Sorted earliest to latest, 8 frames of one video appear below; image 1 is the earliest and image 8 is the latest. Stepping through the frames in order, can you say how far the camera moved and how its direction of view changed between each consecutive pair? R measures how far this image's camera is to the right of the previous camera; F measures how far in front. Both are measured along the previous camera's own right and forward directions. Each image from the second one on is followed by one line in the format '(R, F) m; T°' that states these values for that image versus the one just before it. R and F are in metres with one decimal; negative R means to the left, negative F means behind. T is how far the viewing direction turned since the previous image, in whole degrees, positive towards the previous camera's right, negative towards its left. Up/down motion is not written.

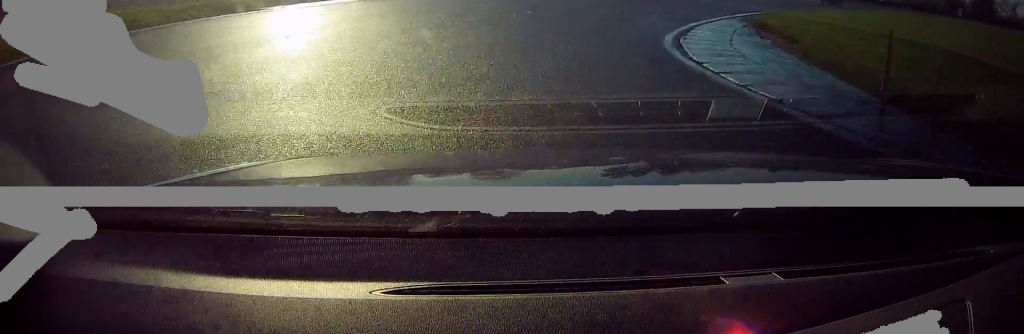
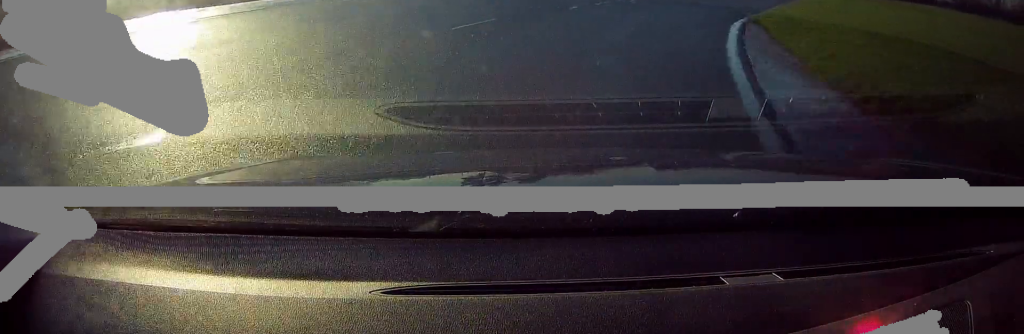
(+1.3, +13.6) m; +11°
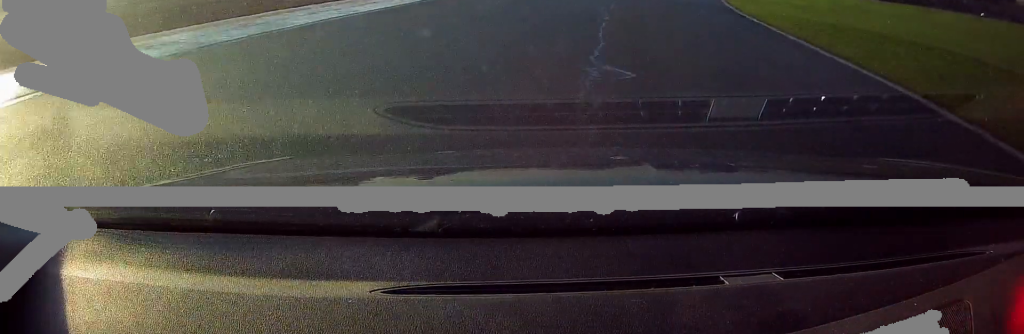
(+4.7, +25.3) m; +20°
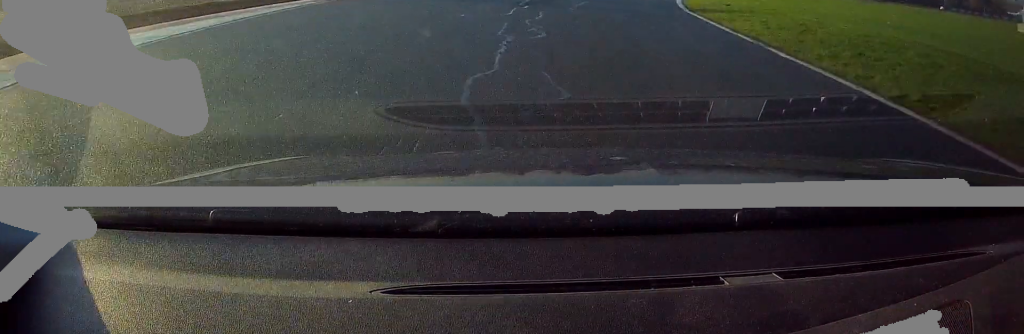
(+2.2, +20.3) m; +12°
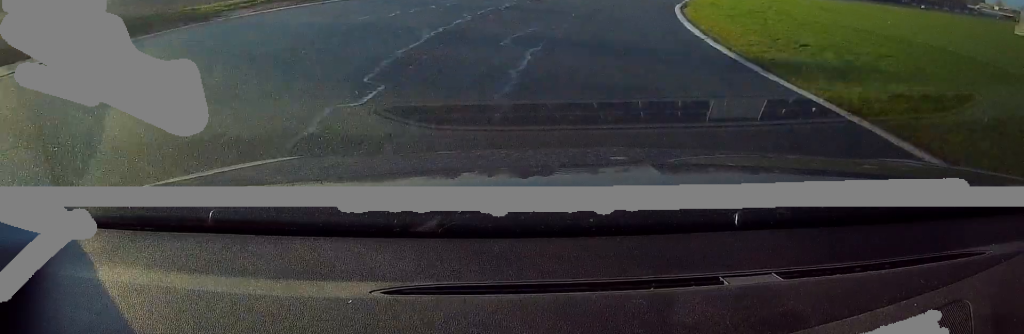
(+0.8, +11.4) m; +7°
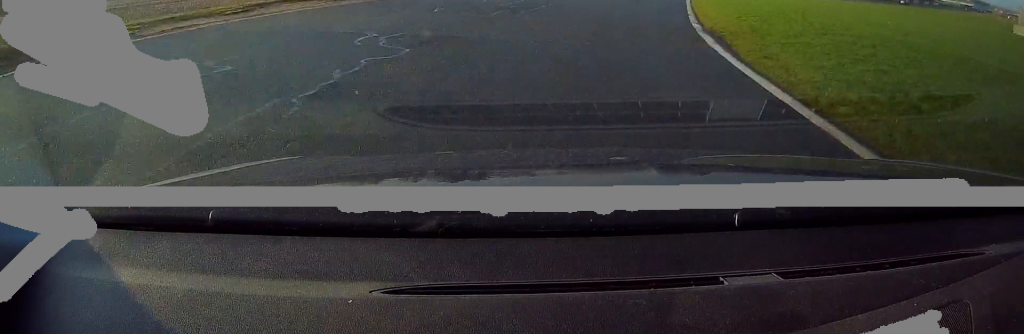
(+0.4, +11.4) m; +6°
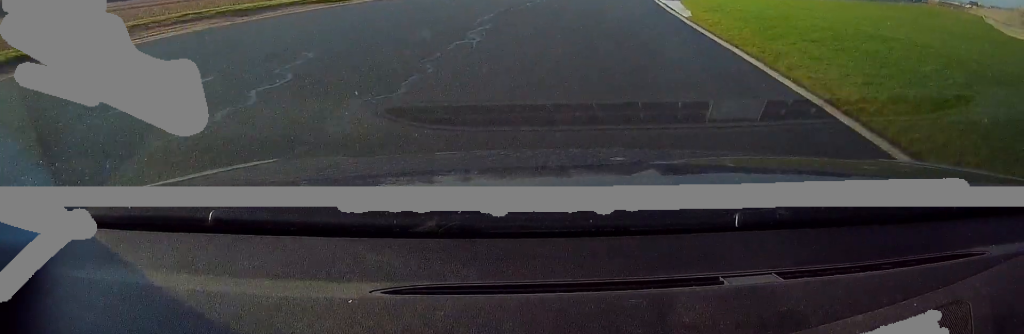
(+1.4, +15.9) m; +8°
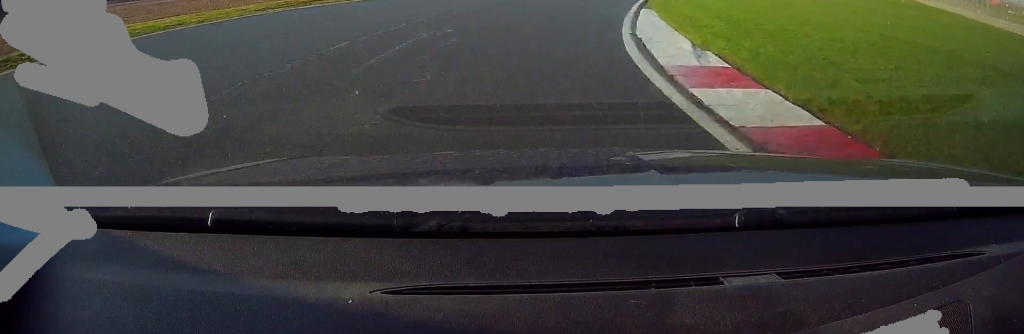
(+2.9, +26.9) m; +12°
